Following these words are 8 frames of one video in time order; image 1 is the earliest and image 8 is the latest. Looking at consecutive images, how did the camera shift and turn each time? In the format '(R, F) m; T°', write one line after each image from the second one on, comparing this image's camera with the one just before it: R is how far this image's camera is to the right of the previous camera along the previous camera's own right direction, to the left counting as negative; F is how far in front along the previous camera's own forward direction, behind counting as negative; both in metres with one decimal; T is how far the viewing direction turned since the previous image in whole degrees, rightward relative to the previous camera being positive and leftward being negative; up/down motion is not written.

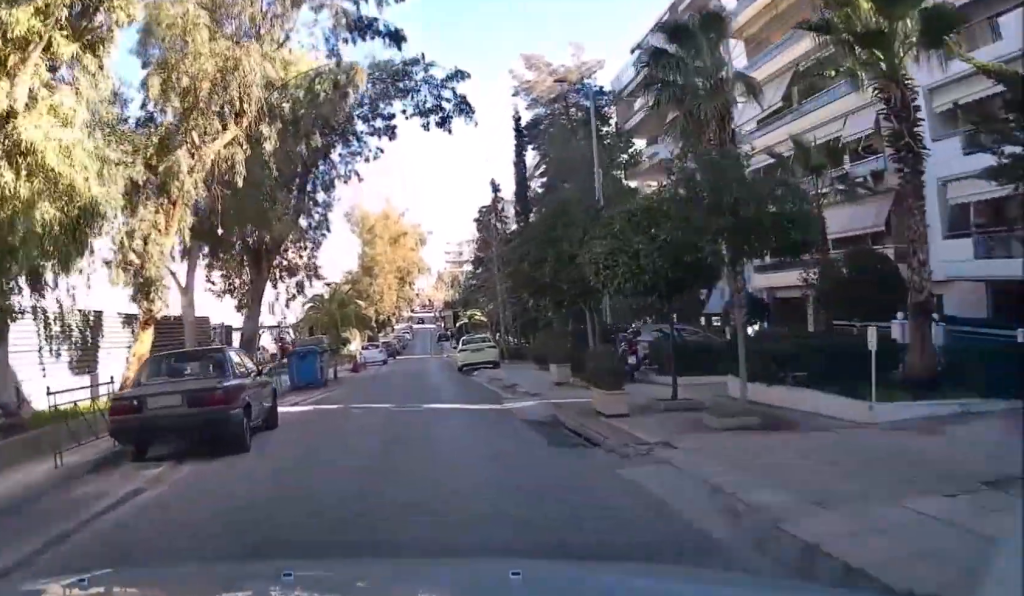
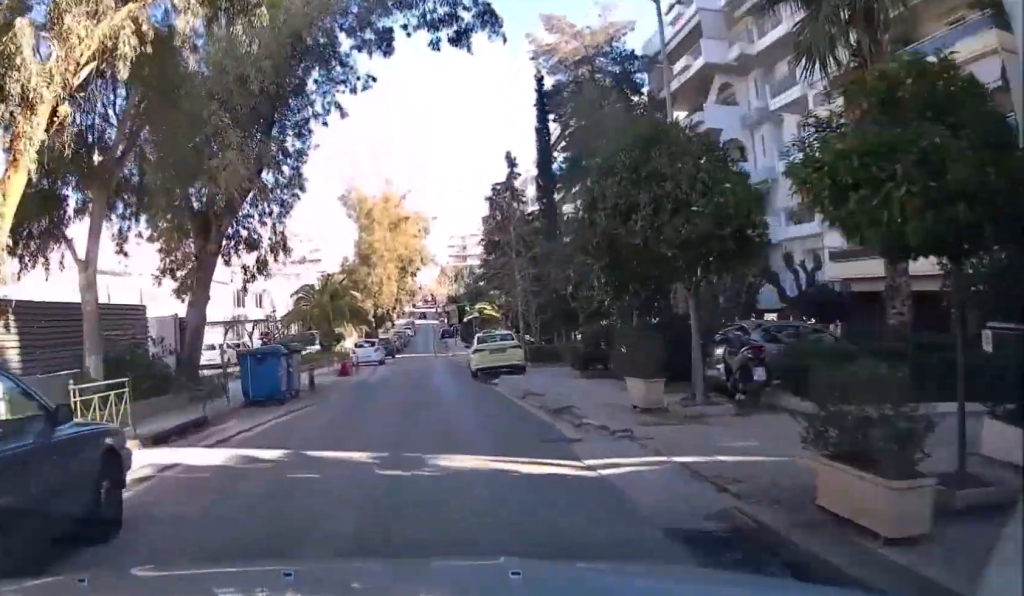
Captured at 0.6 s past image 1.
(0.0, +7.1) m; 0°
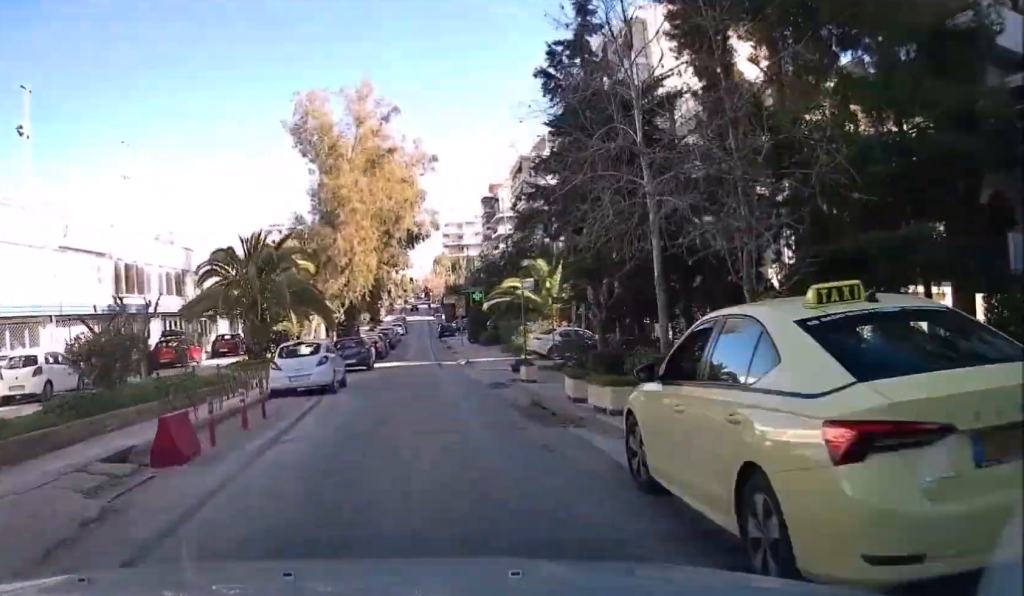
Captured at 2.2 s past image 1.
(+0.3, +21.5) m; +3°
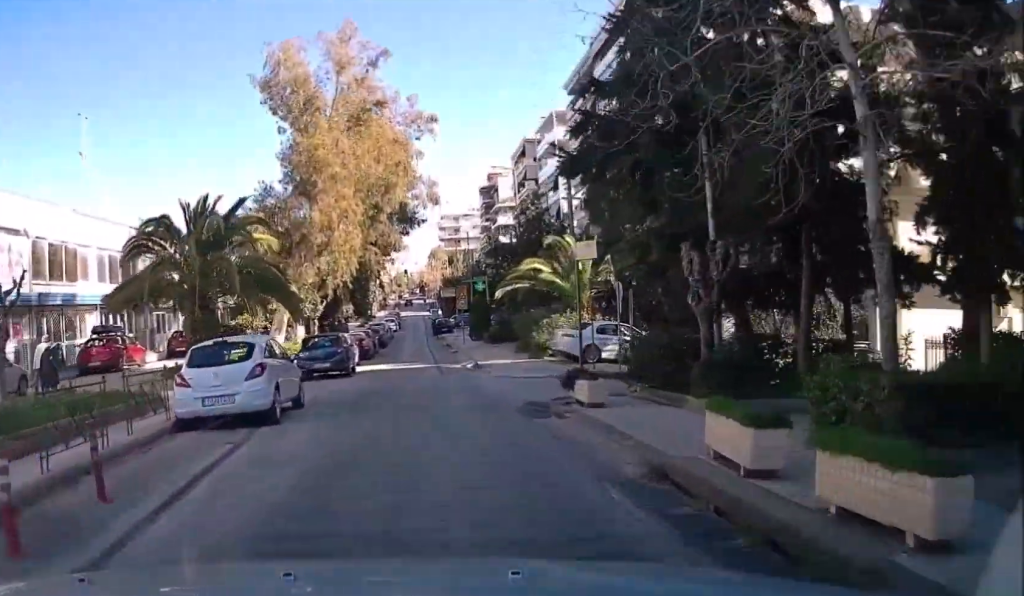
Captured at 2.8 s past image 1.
(+0.4, +7.9) m; +2°
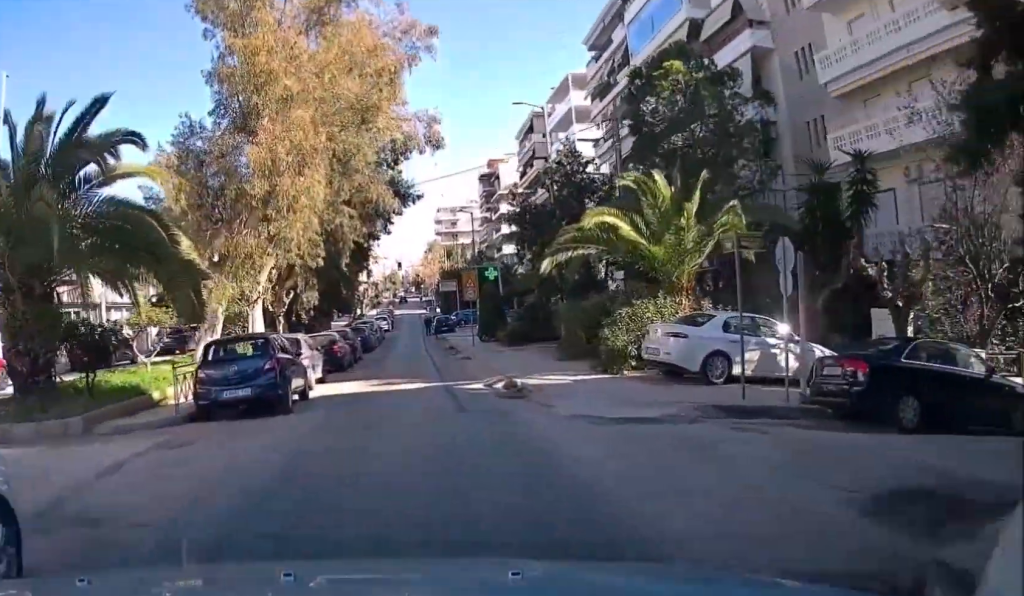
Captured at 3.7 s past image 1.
(+0.2, +11.0) m; 0°
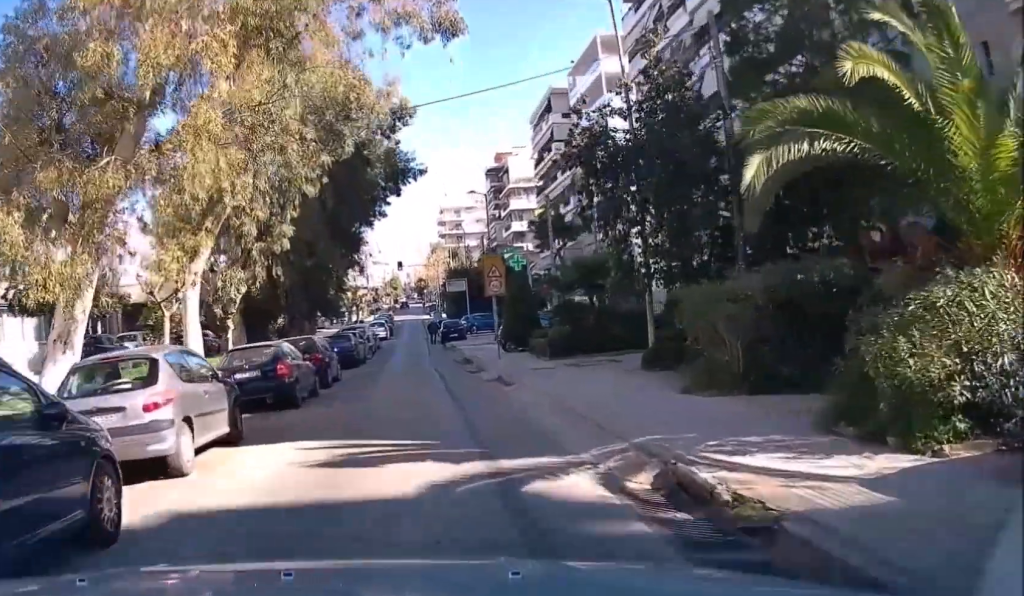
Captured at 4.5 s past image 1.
(-0.1, +10.5) m; -2°
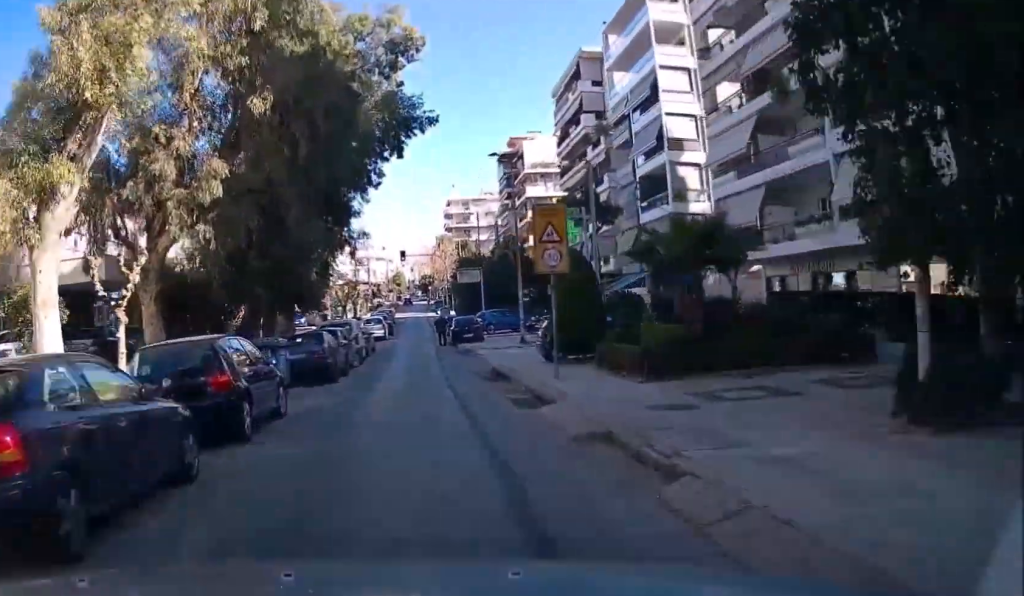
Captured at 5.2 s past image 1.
(-0.3, +10.1) m; -1°
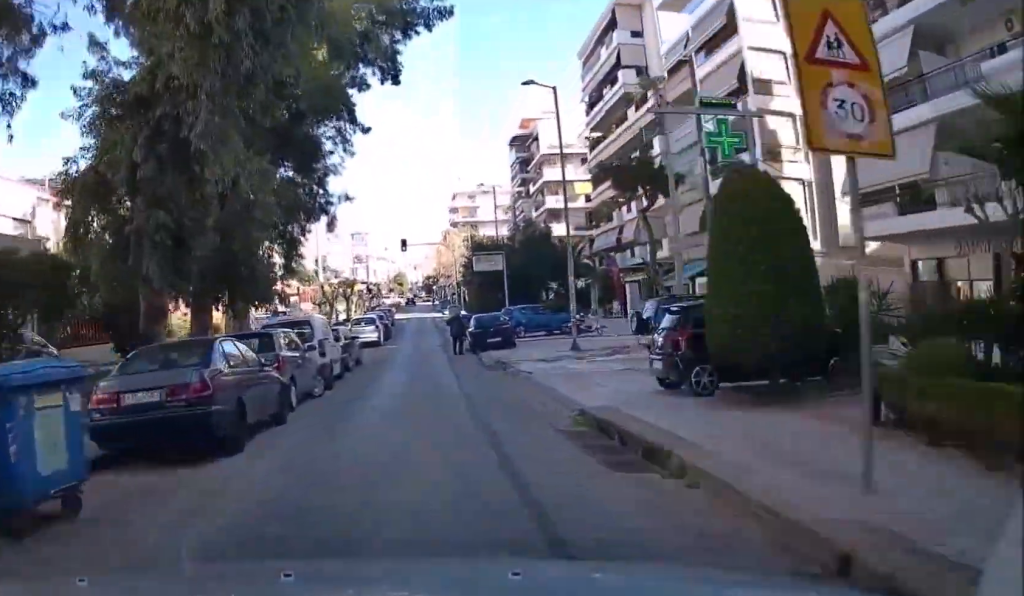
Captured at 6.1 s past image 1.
(0.0, +11.7) m; +1°
